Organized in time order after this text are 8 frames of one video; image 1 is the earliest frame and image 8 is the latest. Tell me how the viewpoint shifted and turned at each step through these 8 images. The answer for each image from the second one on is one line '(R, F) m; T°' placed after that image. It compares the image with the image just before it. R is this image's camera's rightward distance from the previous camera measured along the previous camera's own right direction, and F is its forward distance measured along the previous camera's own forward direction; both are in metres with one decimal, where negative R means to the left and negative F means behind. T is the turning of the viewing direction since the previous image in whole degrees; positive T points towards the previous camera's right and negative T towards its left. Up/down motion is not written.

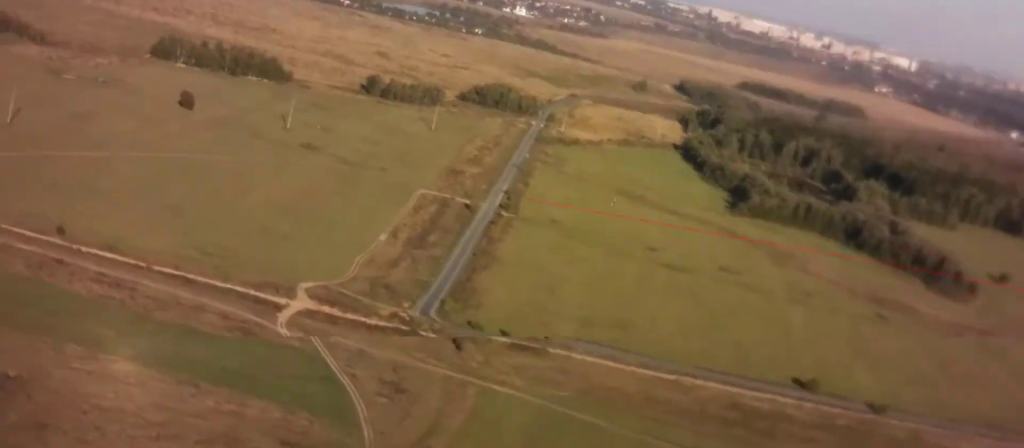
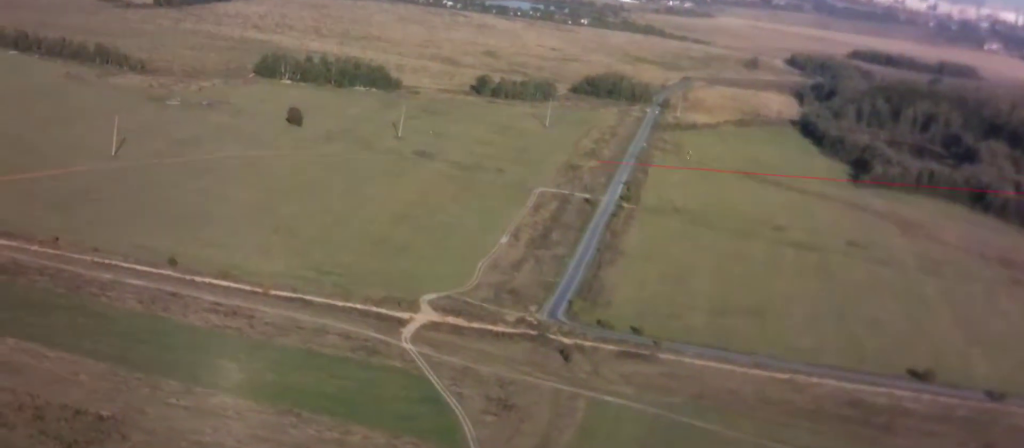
(-0.3, +14.7) m; -4°
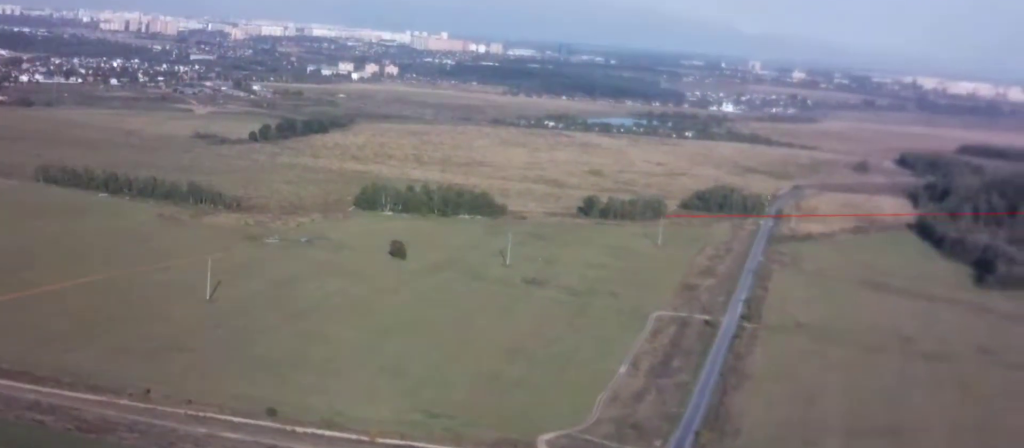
(-0.9, +31.4) m; -3°
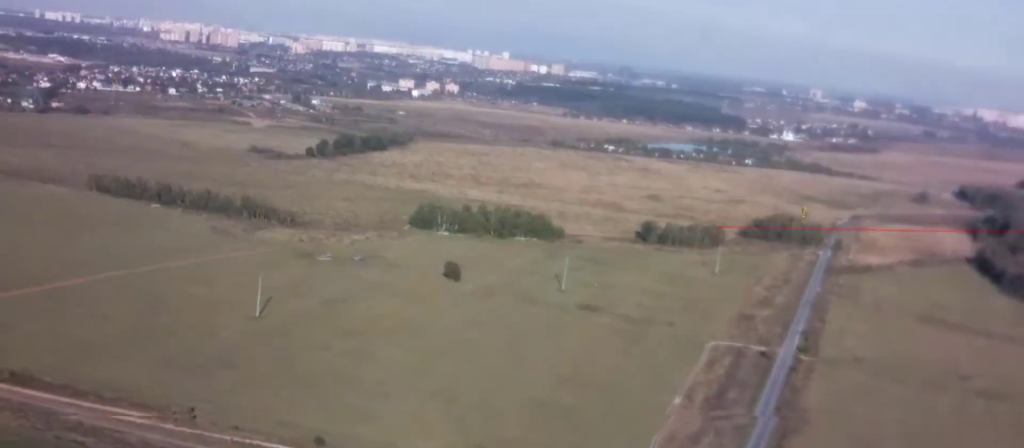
(+0.1, +10.0) m; -1°
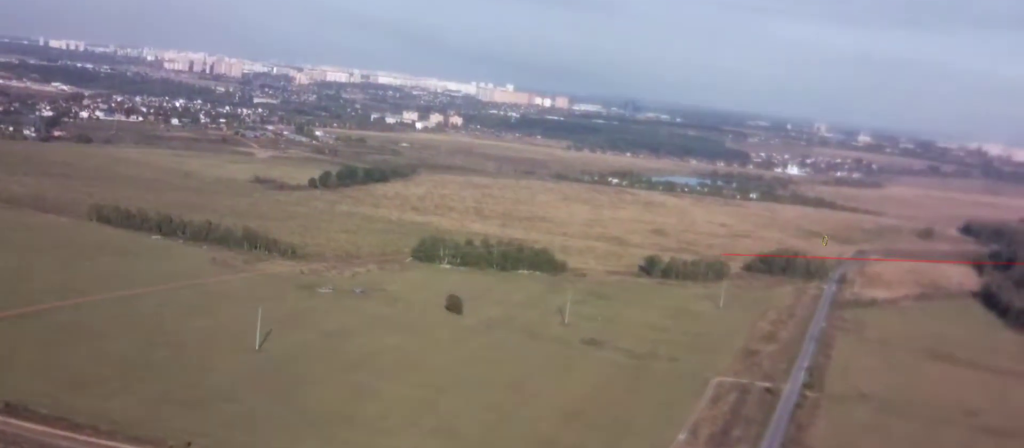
(-0.4, +8.1) m; -1°
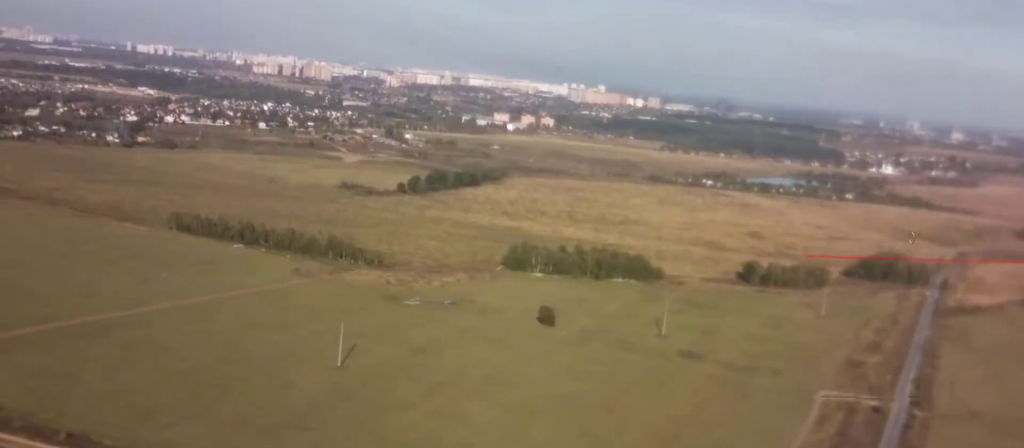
(-0.6, +33.6) m; -3°
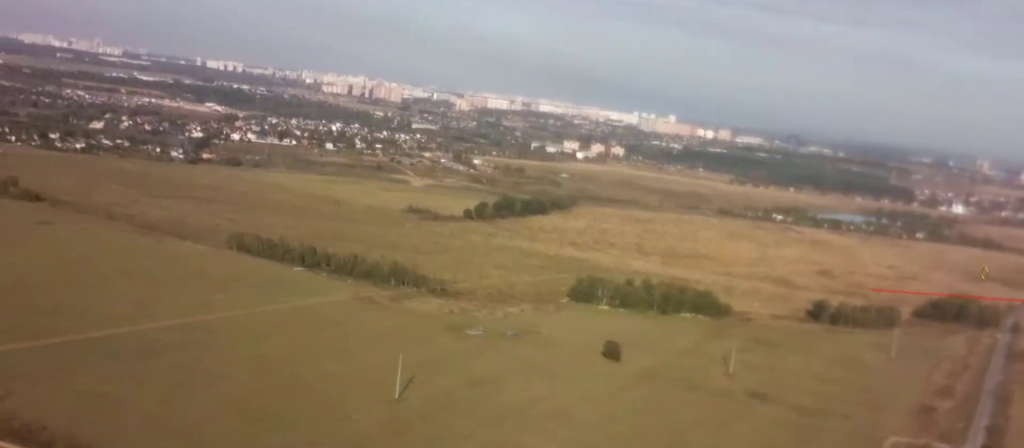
(-0.5, +18.4) m; -3°
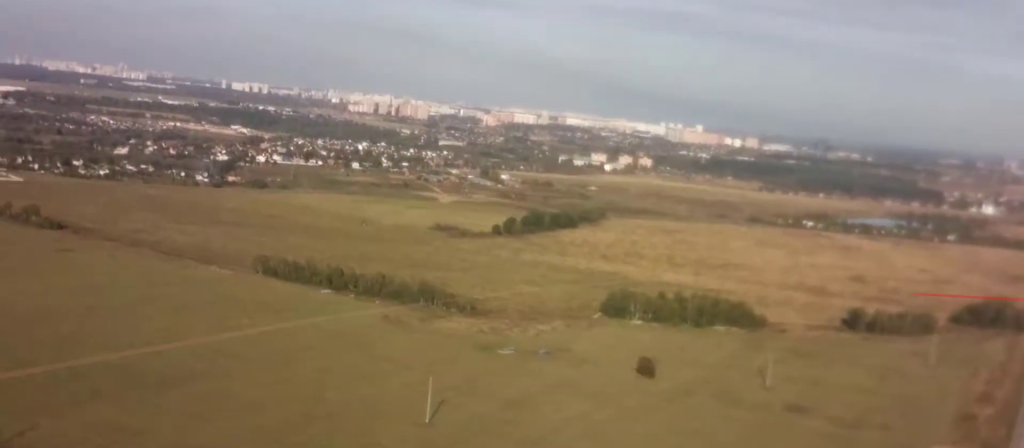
(-0.3, +15.0) m; -1°
